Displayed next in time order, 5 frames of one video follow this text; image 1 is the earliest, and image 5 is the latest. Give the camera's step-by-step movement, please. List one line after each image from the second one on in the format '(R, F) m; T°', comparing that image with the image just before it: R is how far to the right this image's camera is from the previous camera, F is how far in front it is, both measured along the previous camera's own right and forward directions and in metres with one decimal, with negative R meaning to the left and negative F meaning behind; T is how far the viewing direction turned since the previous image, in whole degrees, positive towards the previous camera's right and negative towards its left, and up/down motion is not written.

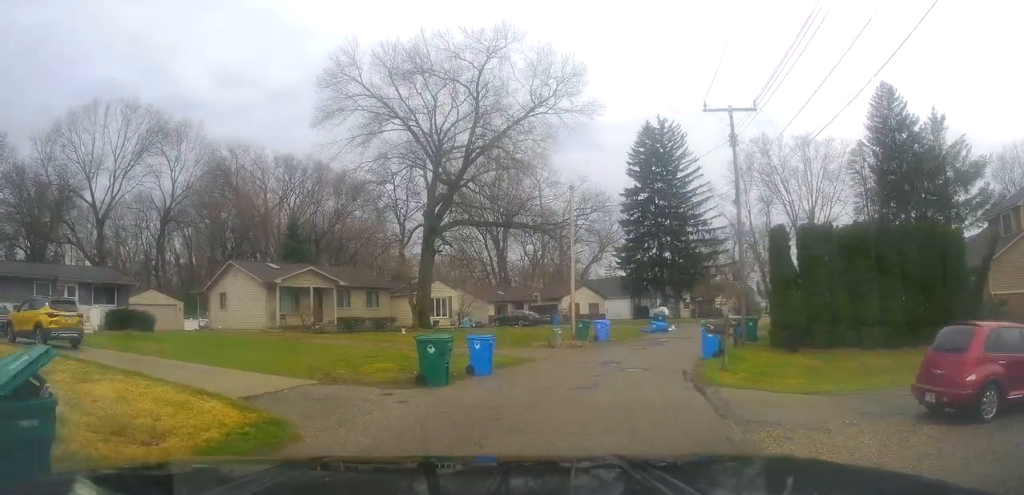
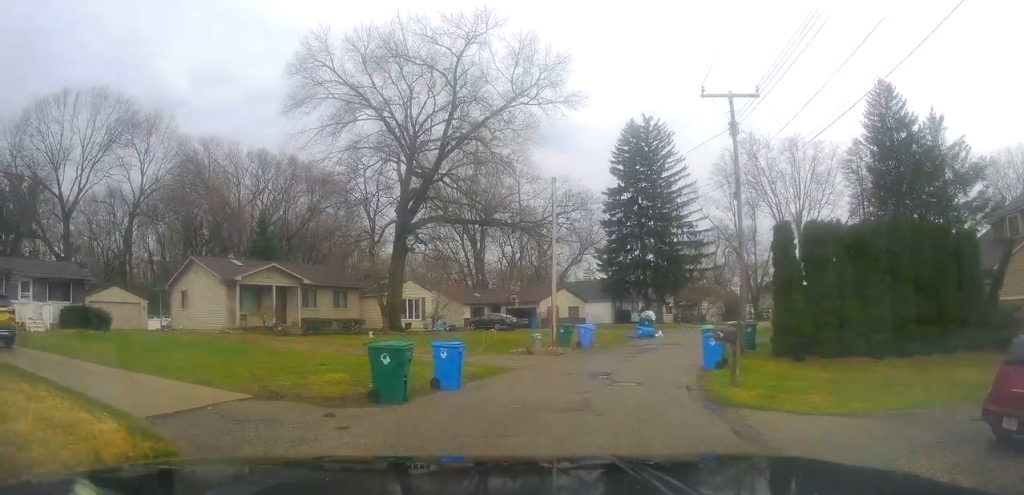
(-0.2, +2.4) m; +2°
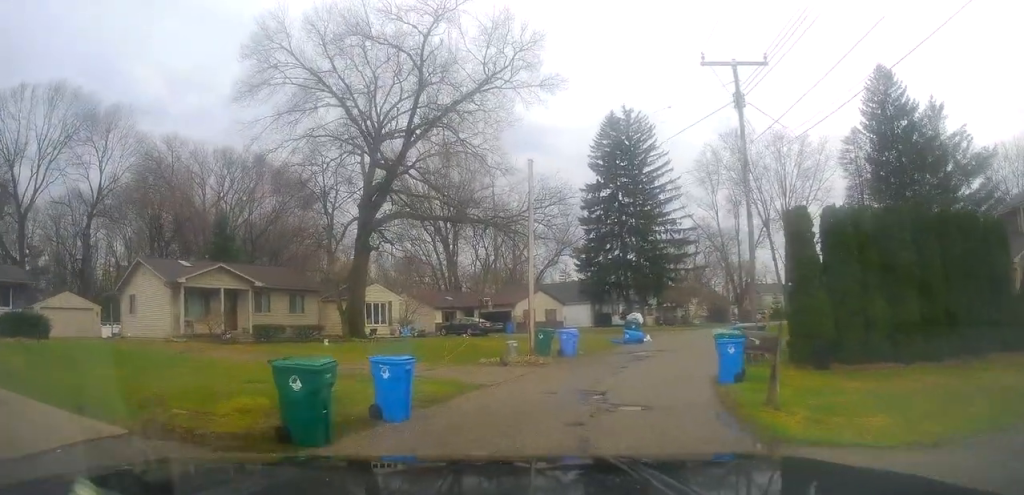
(+0.1, +3.3) m; +6°
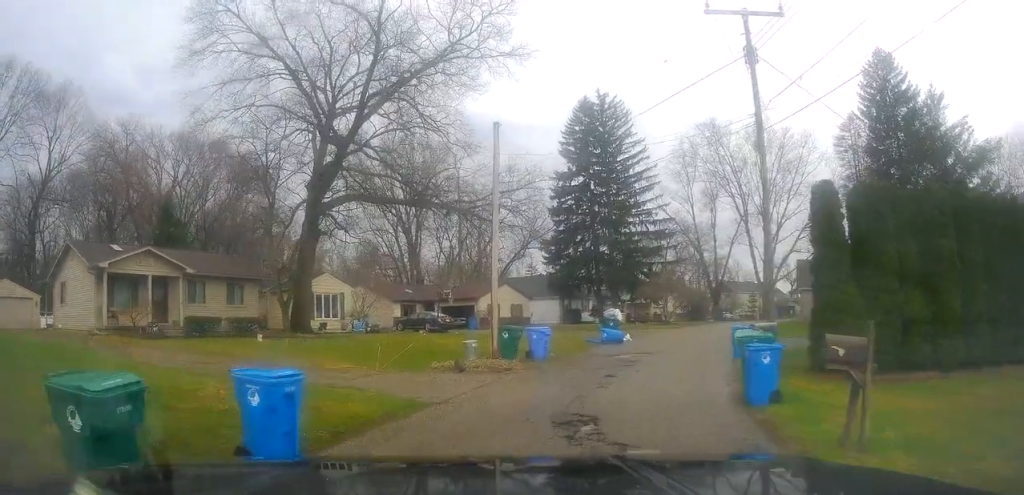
(+0.3, +3.6) m; +8°
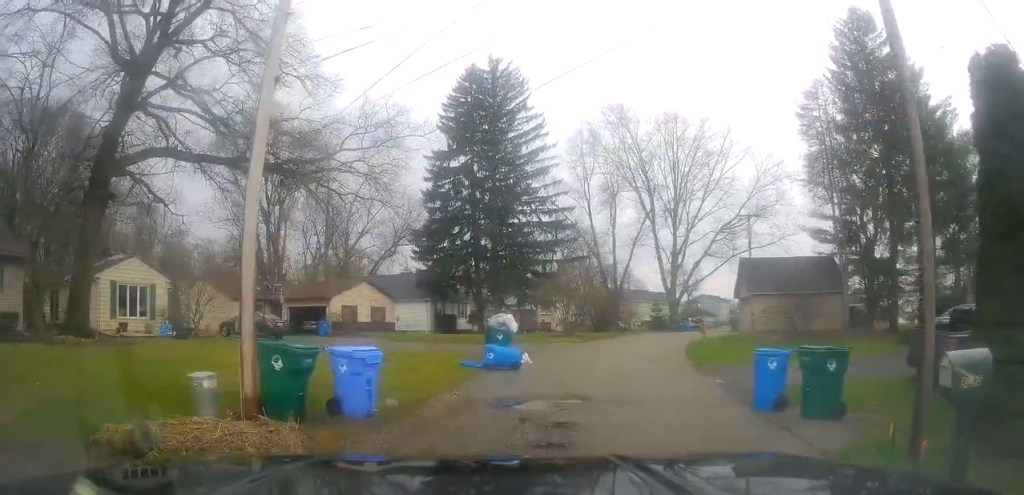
(+0.6, +10.2) m; +9°
